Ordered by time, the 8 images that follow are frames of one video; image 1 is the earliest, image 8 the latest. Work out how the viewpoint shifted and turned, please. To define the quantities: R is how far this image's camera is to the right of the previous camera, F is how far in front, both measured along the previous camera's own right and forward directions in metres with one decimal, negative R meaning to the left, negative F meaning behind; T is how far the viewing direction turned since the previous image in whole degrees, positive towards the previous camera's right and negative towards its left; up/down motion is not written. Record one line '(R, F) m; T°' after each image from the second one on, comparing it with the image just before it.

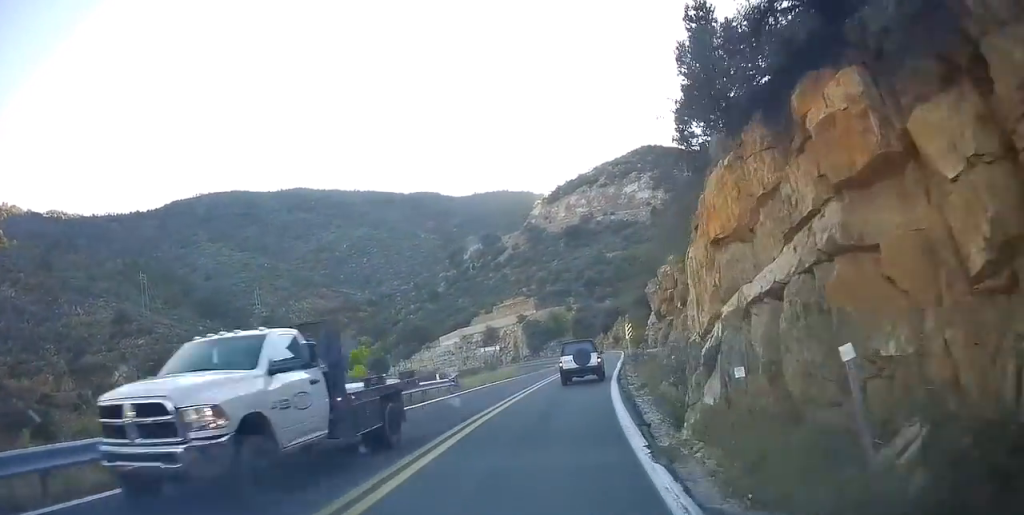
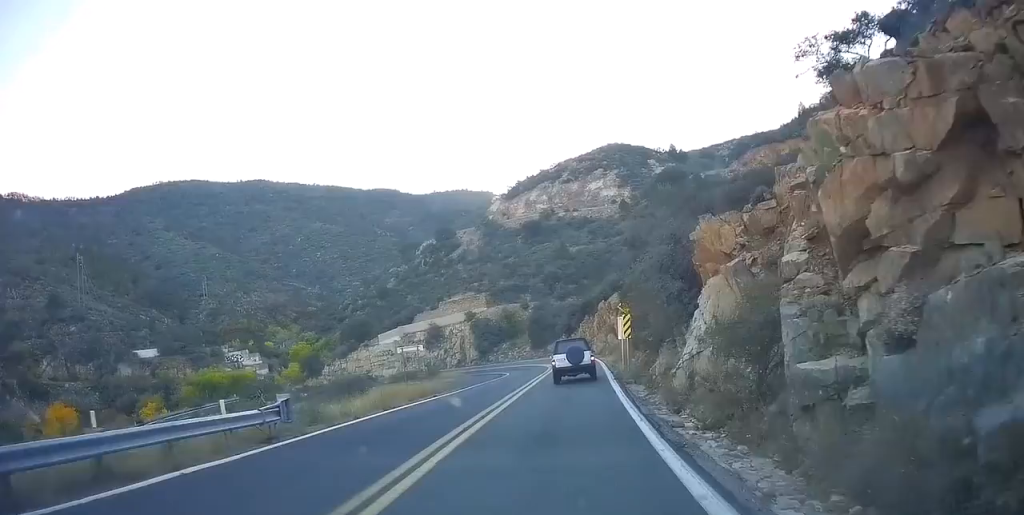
(+0.3, +15.5) m; +2°
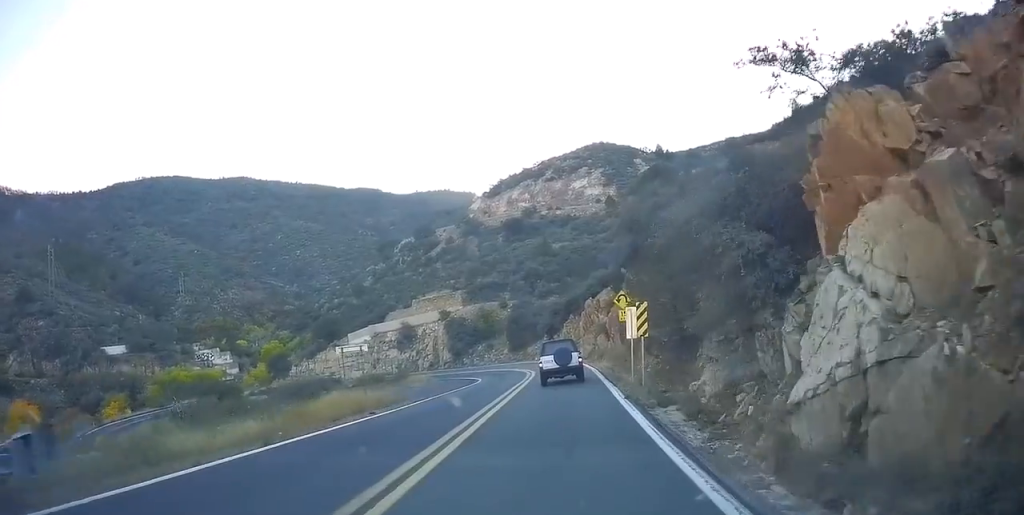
(+0.1, +7.6) m; +3°
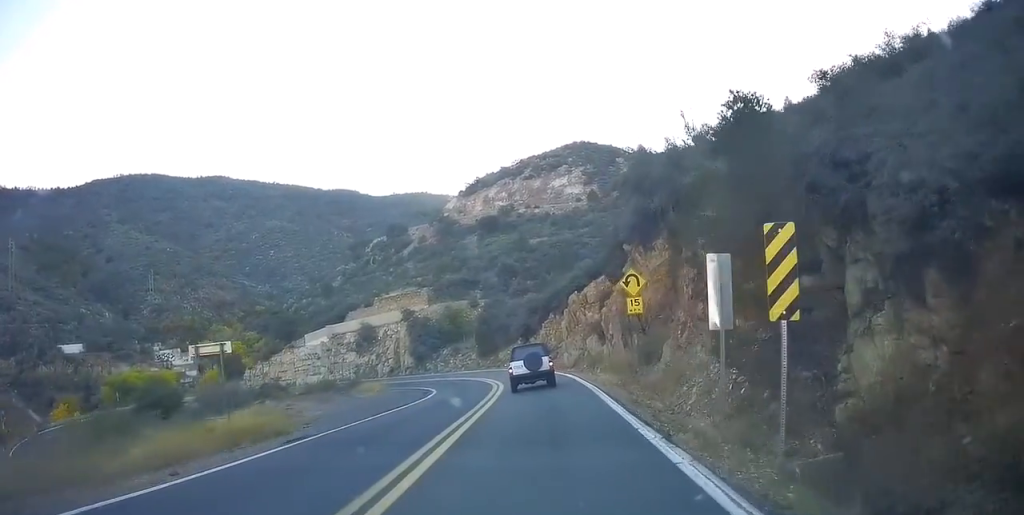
(+0.6, +11.0) m; +4°
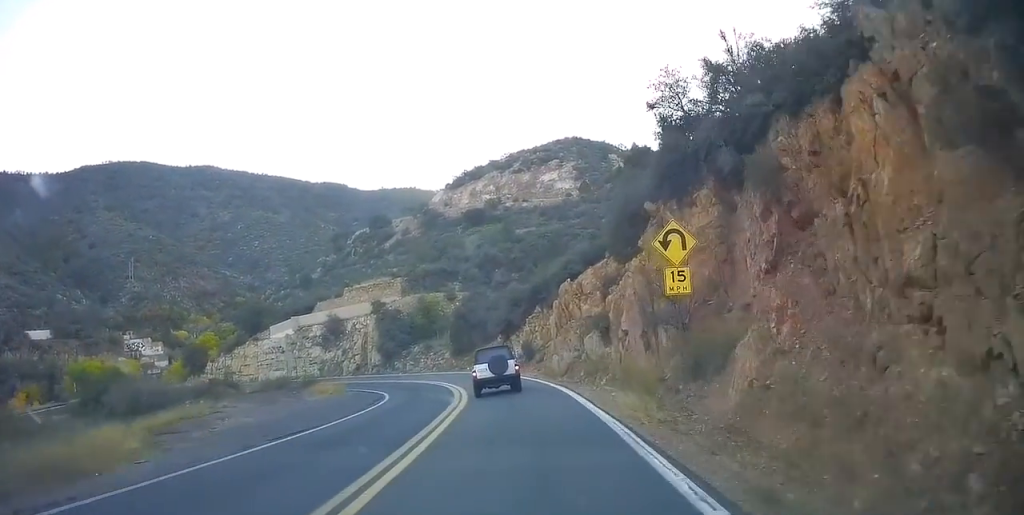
(+0.4, +9.0) m; -1°
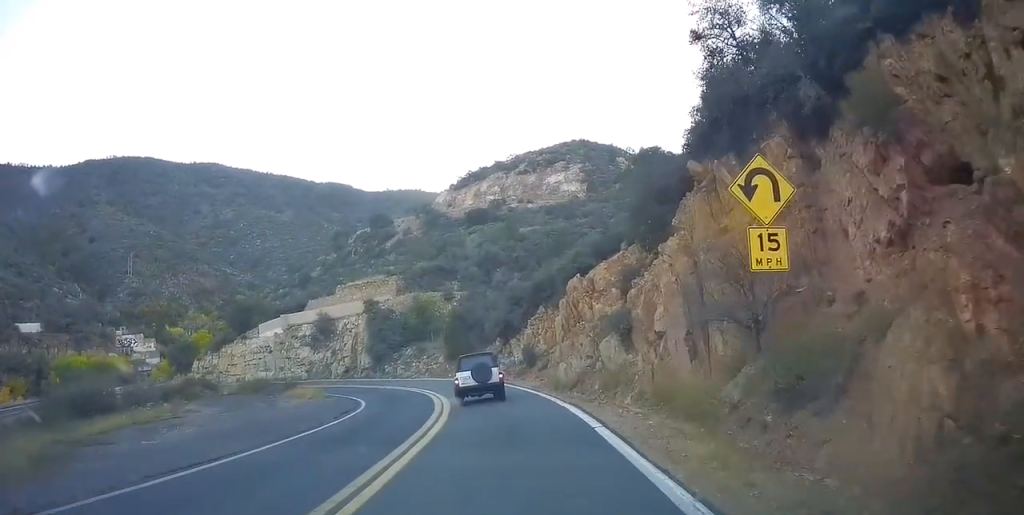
(-0.3, +5.2) m; -1°
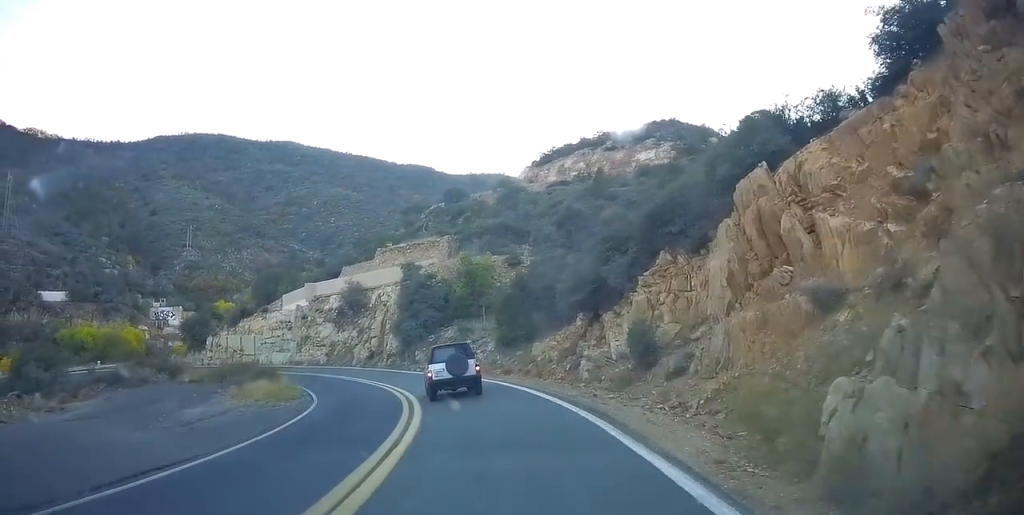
(-0.5, +18.7) m; -6°
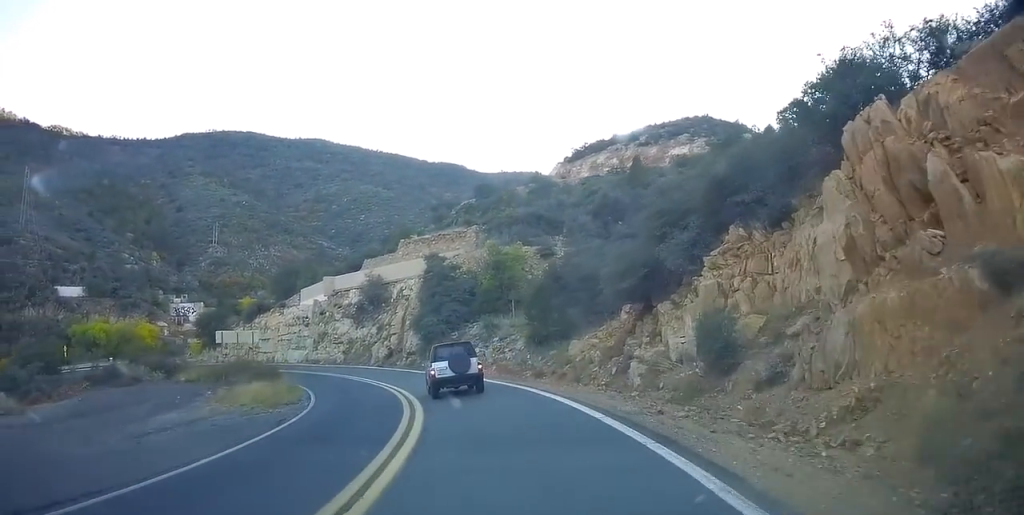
(-0.4, +4.4) m; -4°
